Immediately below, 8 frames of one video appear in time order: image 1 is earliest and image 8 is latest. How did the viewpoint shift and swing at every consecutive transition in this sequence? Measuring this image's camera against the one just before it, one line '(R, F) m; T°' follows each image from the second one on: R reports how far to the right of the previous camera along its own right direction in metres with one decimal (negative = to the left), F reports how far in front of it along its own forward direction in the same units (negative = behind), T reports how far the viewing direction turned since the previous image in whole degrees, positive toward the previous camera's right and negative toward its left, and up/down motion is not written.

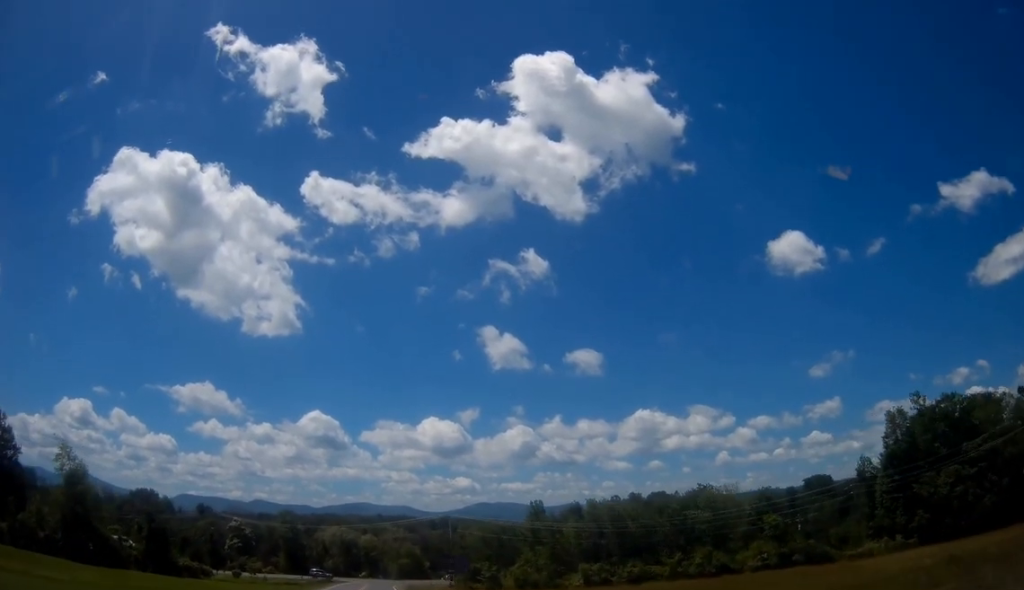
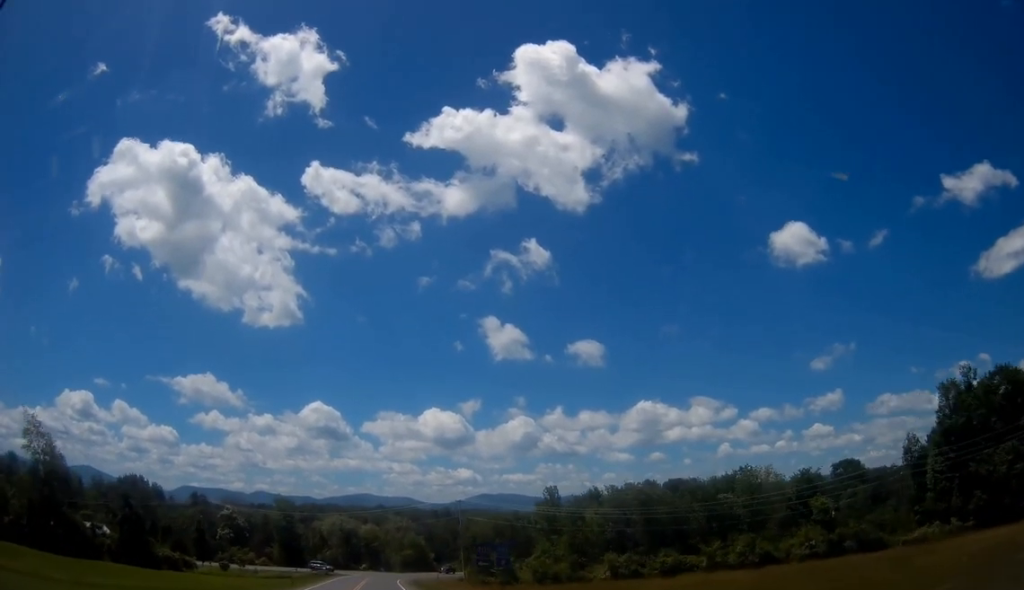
(0.0, +9.4) m; 0°
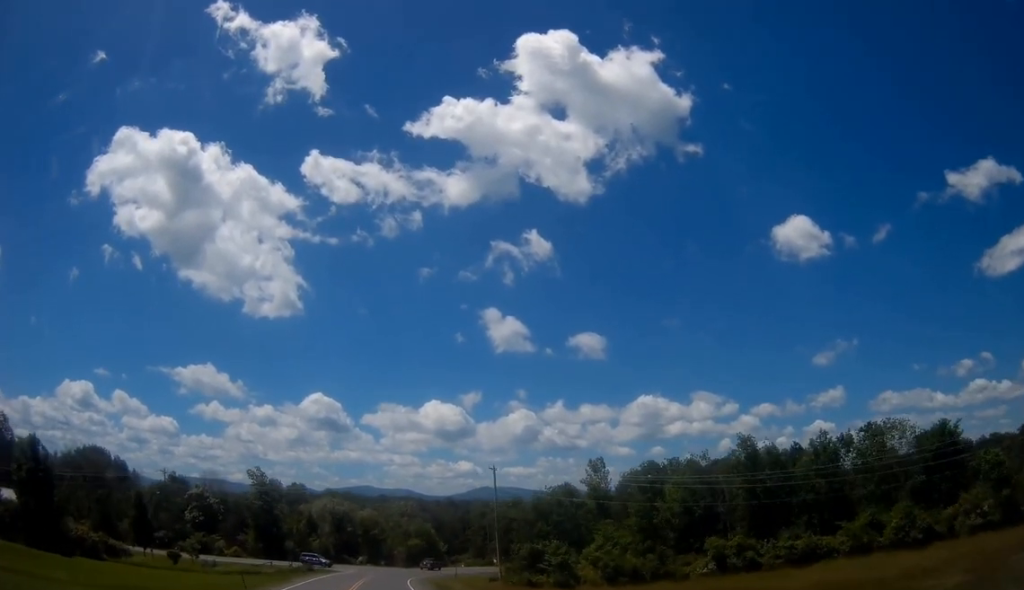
(+0.1, +24.7) m; 0°
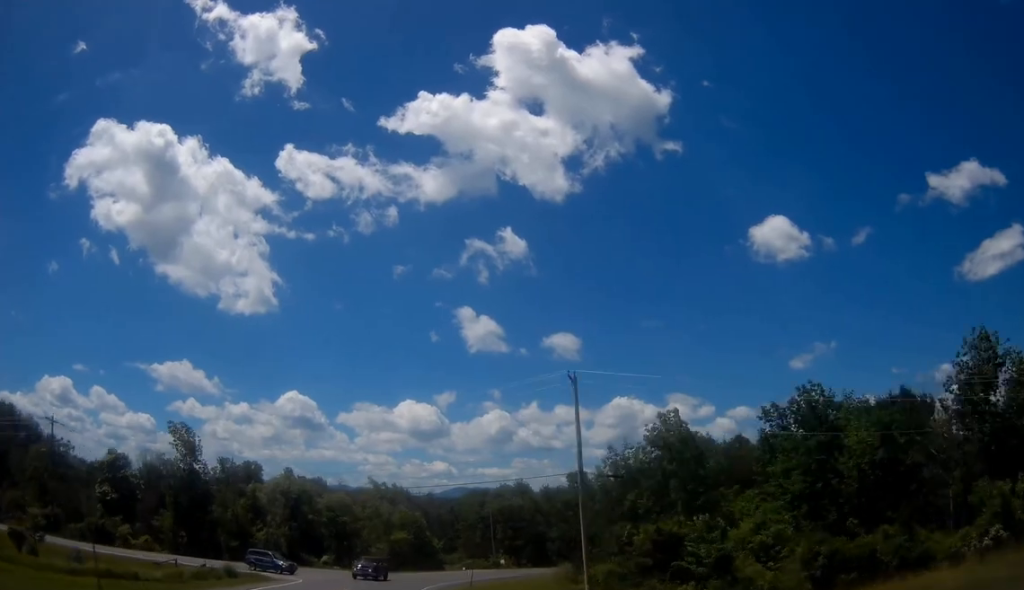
(+0.1, +31.6) m; +1°
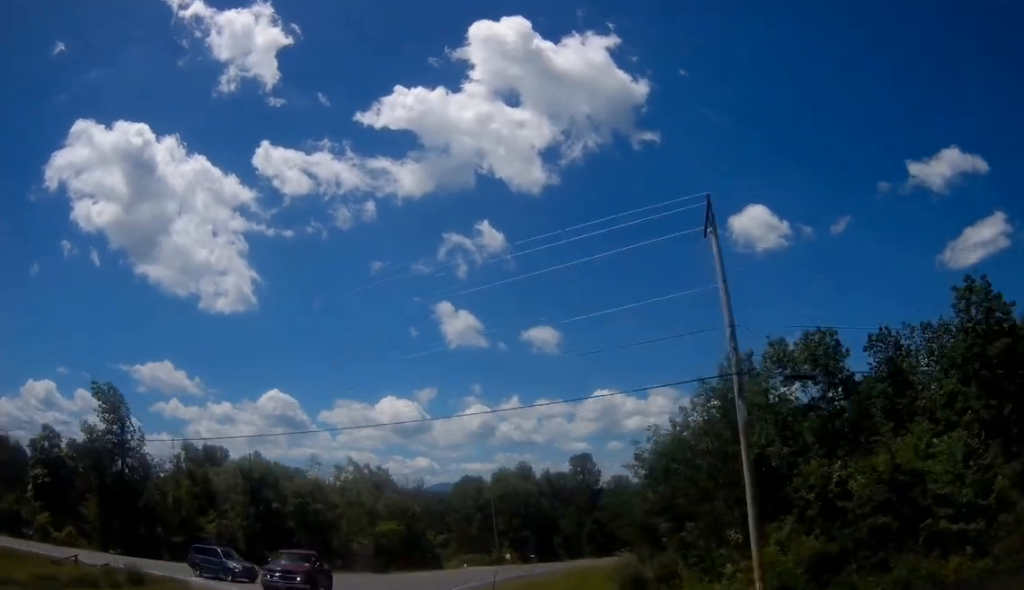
(+0.1, +15.8) m; +2°
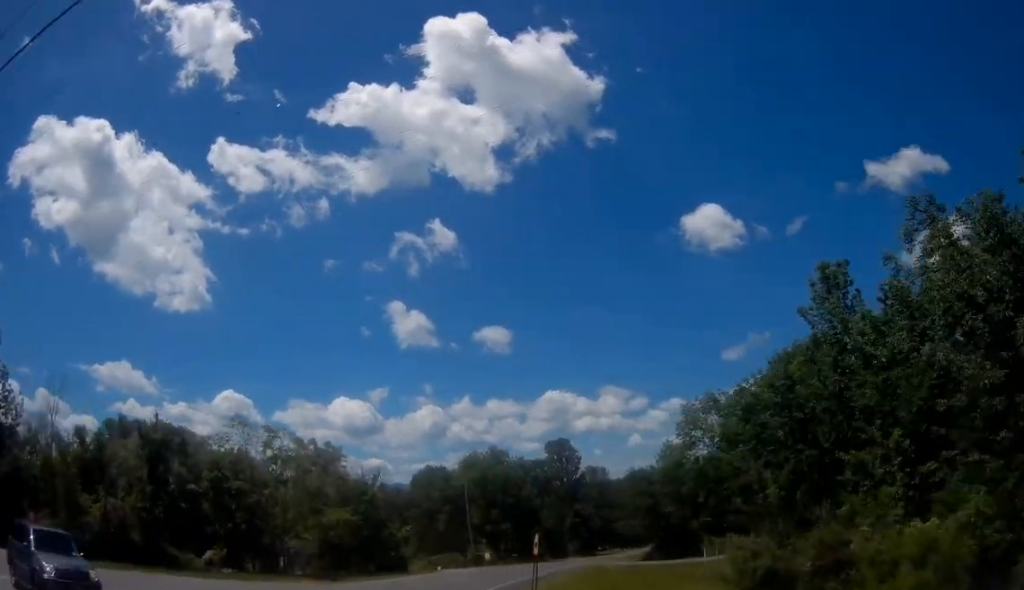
(+0.5, +17.4) m; +5°
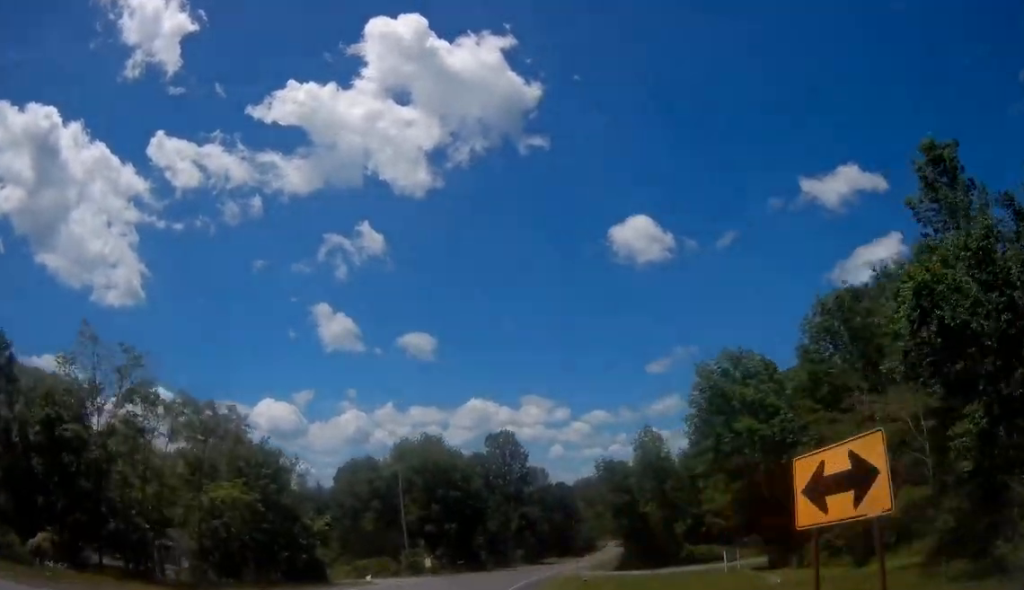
(+0.6, +15.4) m; +6°
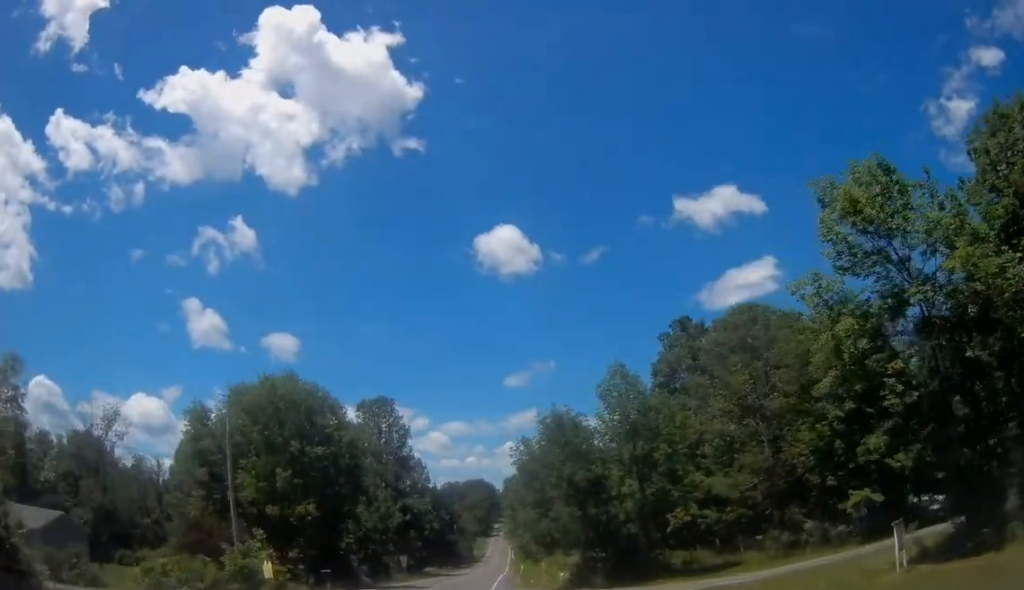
(+3.0, +24.7) m; +12°
